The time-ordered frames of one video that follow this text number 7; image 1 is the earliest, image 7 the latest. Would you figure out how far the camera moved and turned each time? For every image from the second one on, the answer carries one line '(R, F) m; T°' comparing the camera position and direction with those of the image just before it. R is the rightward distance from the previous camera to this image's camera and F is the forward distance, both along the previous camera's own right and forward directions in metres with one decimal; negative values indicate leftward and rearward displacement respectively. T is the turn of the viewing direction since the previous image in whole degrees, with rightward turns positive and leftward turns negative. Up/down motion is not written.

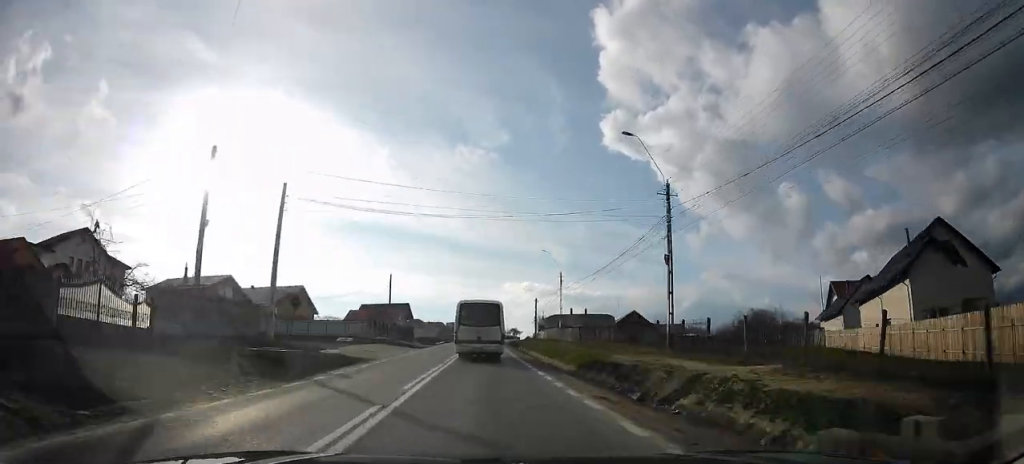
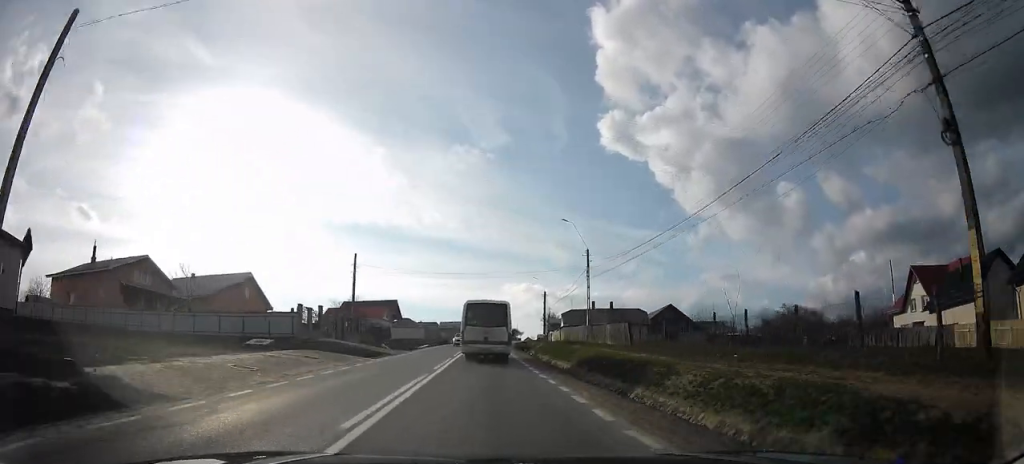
(-0.3, +17.0) m; -1°
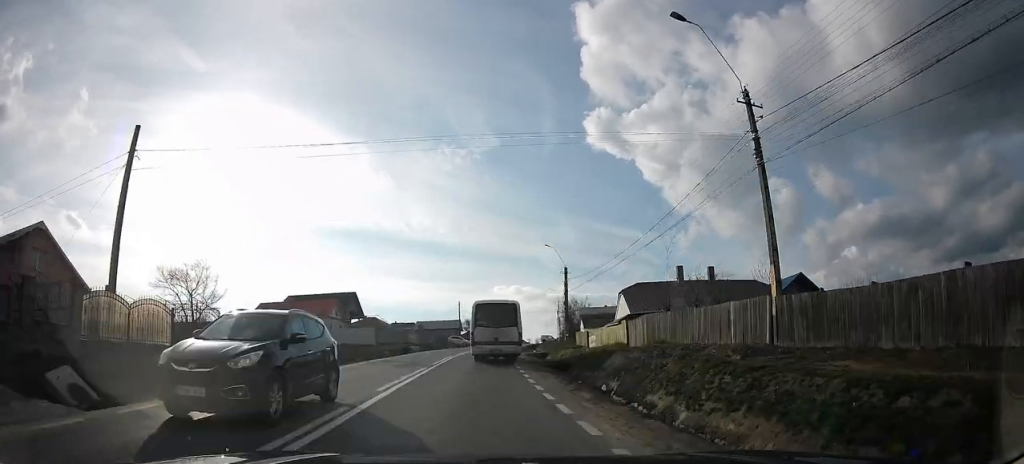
(0.0, +30.8) m; 0°
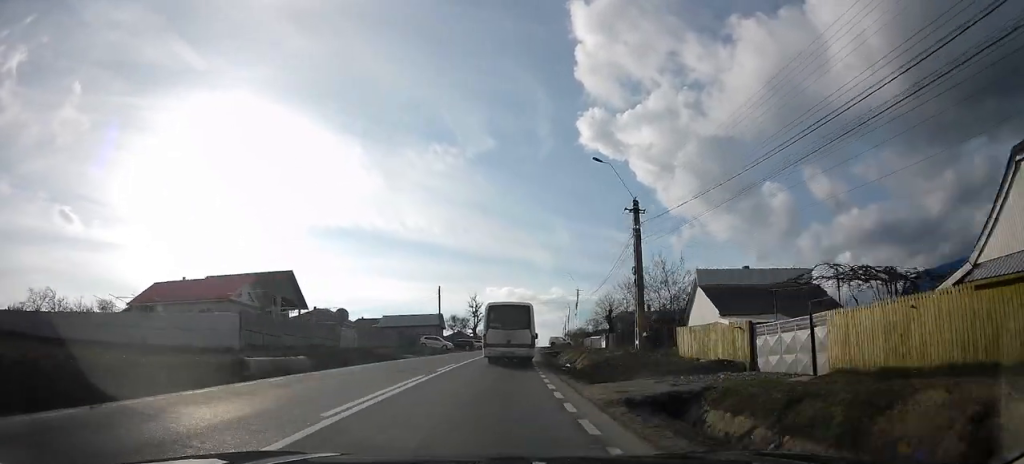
(+0.2, +27.2) m; +1°
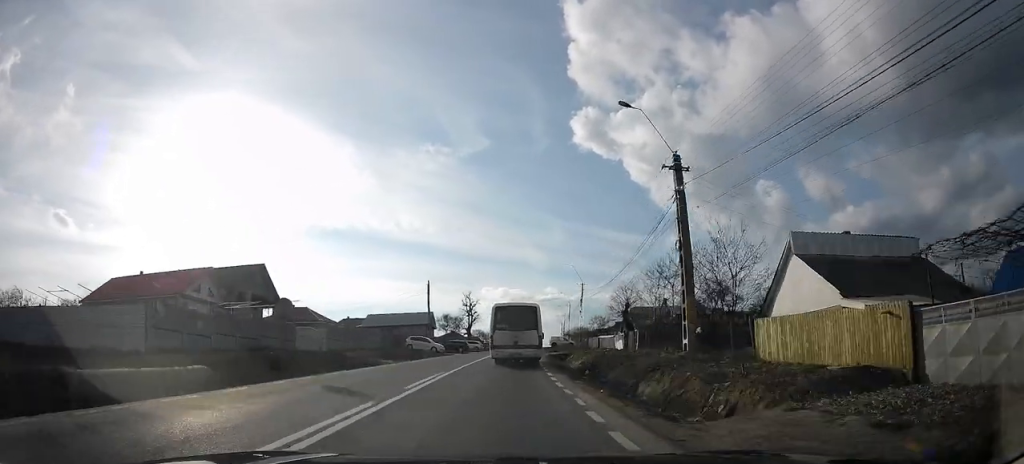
(0.0, +6.9) m; 0°
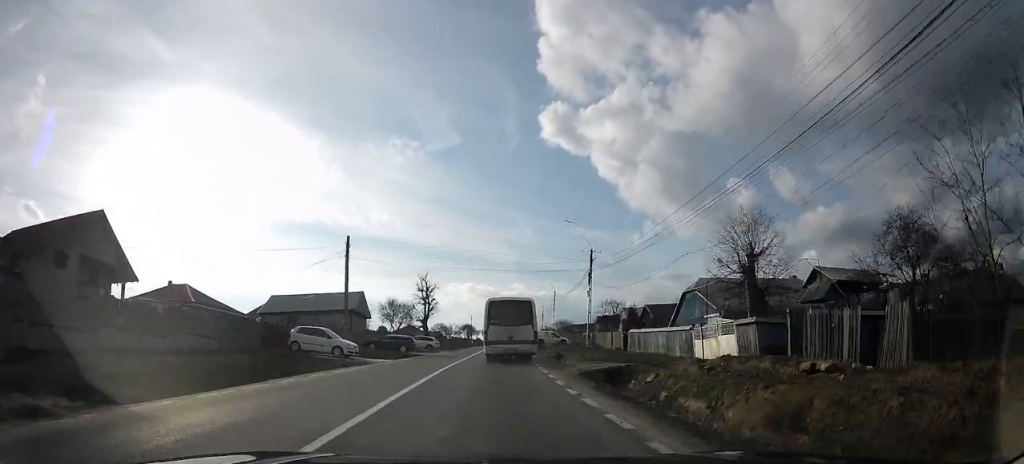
(-0.2, +22.6) m; +4°
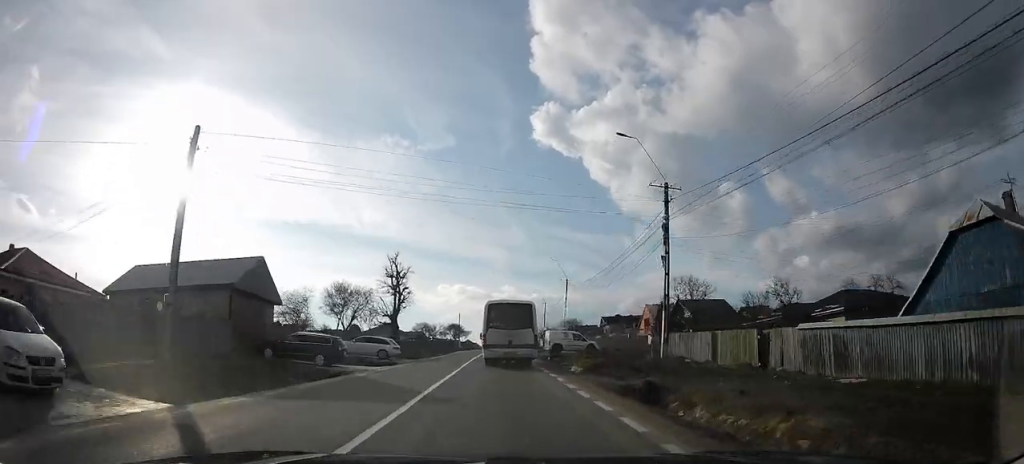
(+1.6, +19.4) m; +1°
